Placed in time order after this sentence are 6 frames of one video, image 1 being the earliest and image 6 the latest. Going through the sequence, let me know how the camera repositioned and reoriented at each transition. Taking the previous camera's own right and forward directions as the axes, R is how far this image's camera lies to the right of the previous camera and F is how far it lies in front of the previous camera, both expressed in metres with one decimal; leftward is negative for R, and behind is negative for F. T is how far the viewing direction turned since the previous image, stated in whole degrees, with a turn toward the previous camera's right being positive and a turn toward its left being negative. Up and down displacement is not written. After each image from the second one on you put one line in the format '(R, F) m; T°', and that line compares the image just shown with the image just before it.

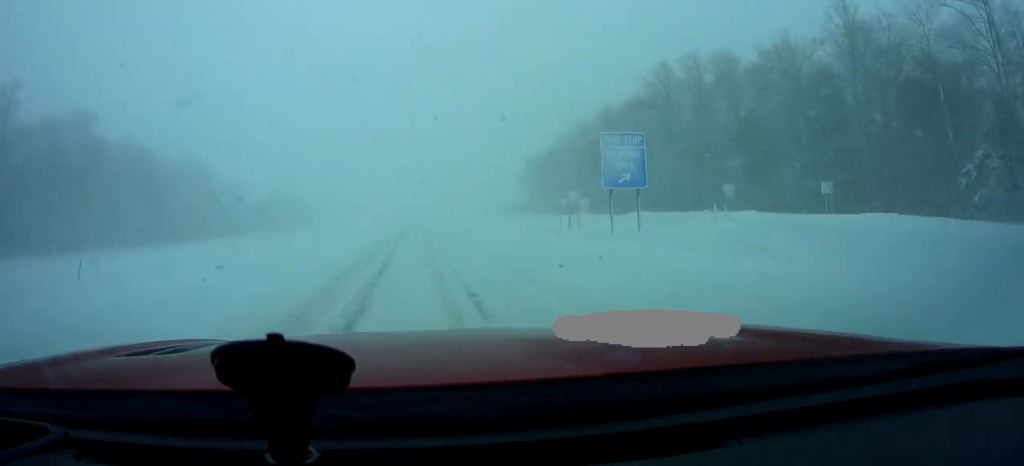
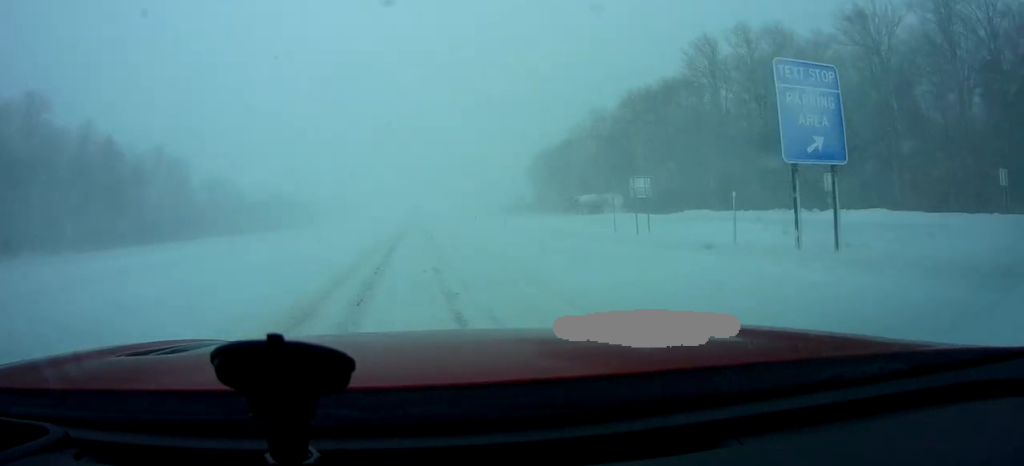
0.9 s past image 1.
(-0.2, +14.1) m; -1°
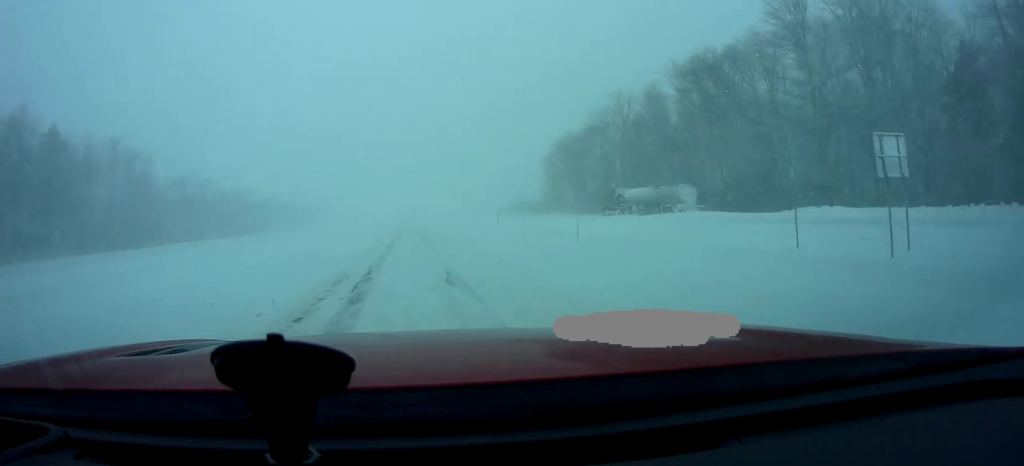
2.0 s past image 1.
(0.0, +18.5) m; +1°
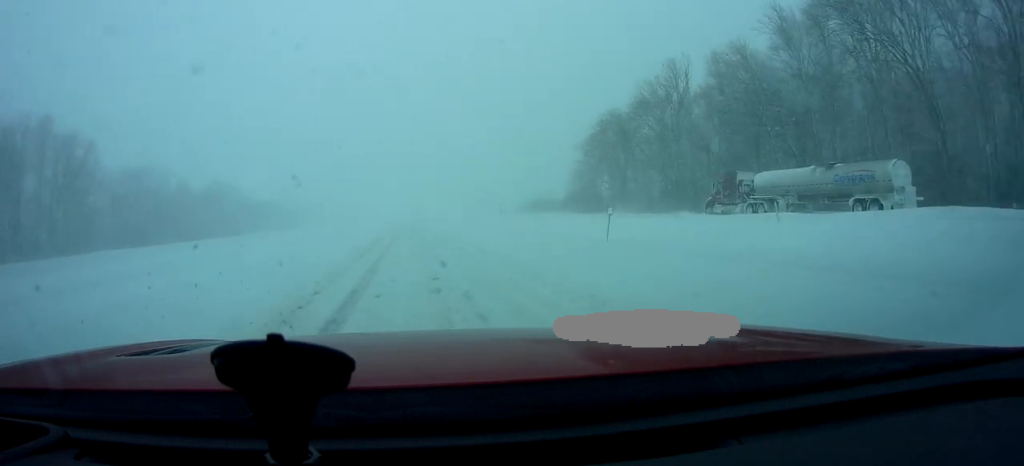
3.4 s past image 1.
(+0.7, +23.7) m; +1°
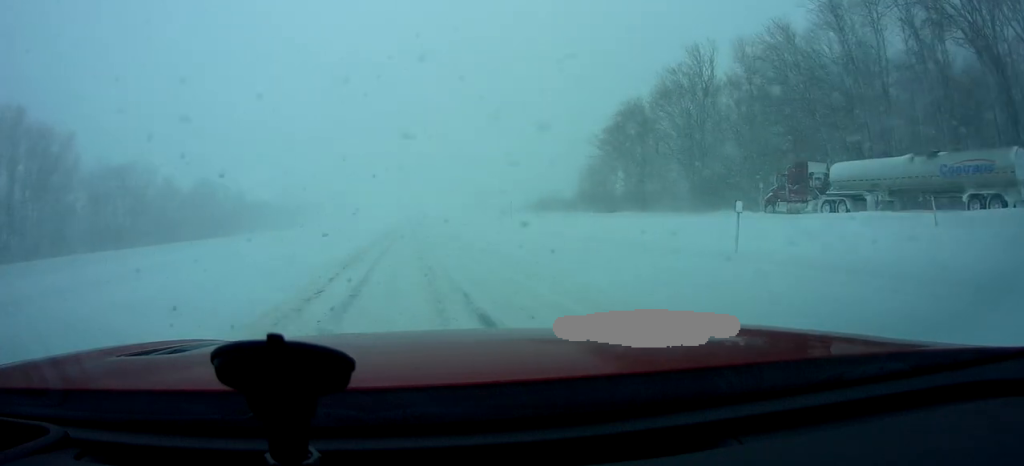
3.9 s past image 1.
(-0.2, +7.7) m; 0°
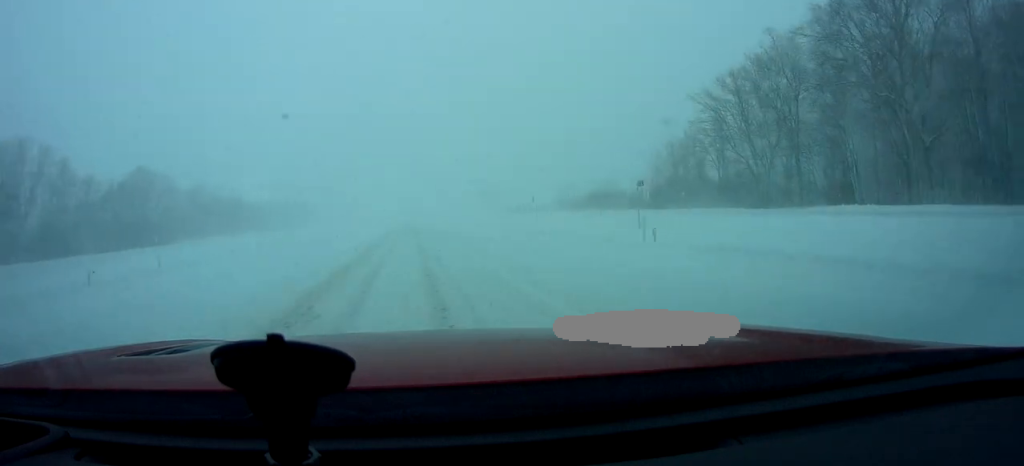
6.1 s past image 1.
(-0.2, +37.4) m; -1°
